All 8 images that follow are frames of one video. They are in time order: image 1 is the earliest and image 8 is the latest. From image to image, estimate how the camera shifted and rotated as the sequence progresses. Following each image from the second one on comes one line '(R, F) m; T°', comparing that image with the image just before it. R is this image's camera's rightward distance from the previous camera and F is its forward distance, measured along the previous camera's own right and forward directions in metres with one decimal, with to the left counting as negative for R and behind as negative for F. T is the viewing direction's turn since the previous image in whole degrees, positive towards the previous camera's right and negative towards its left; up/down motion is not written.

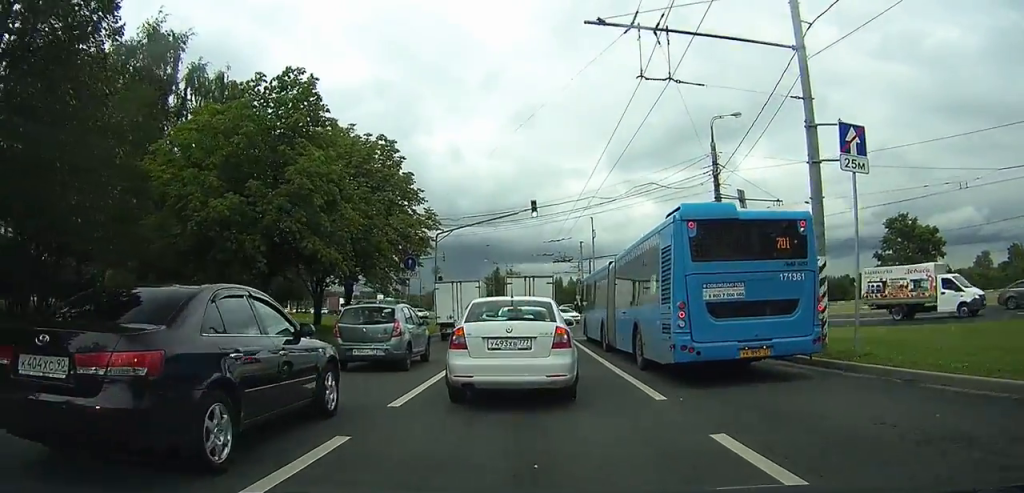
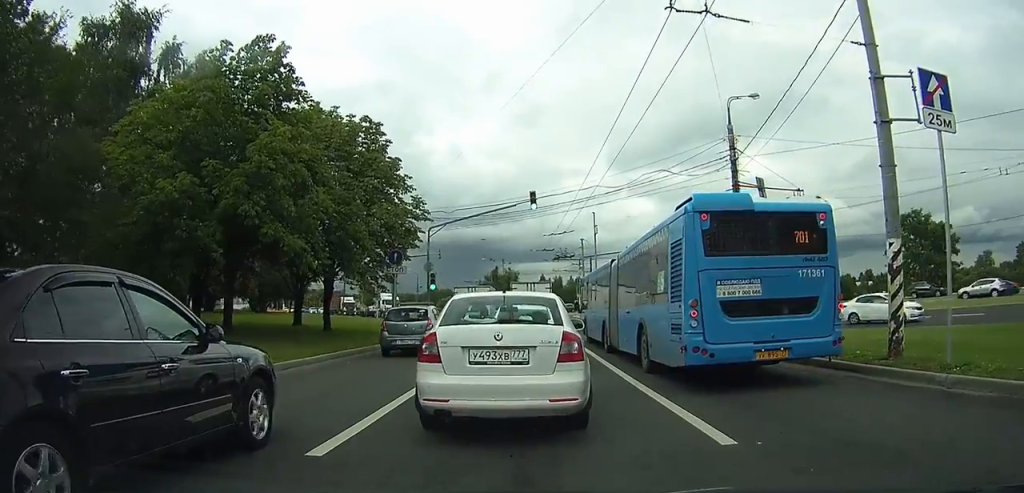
(0.0, +3.3) m; +3°
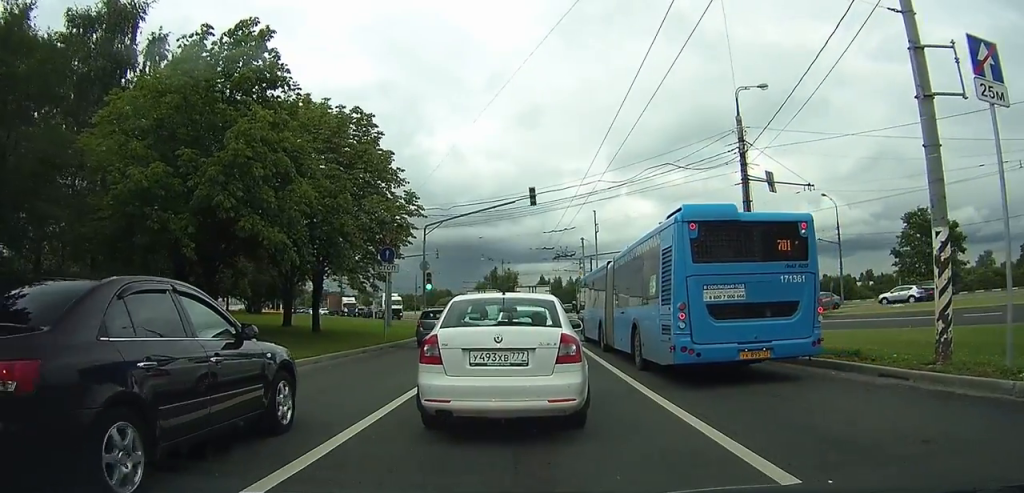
(+0.1, +1.6) m; +3°
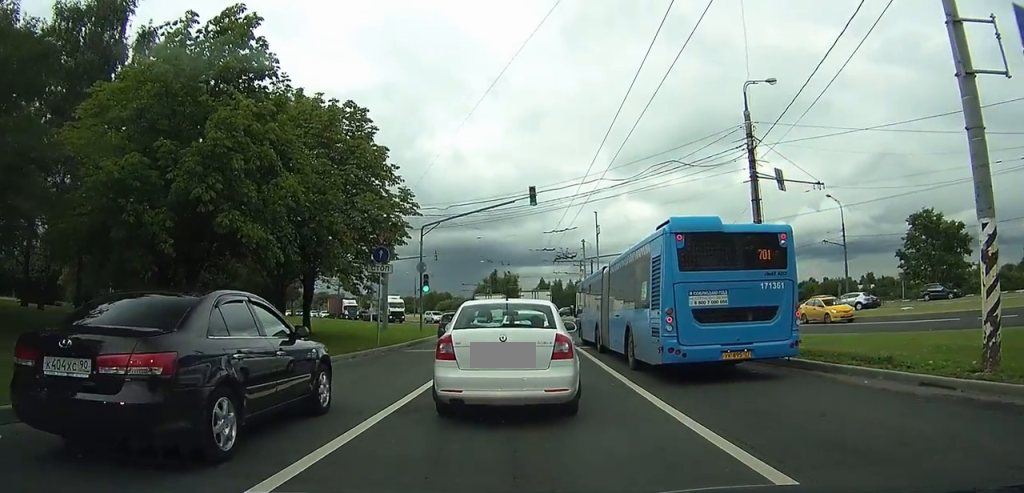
(0.0, +1.4) m; -1°
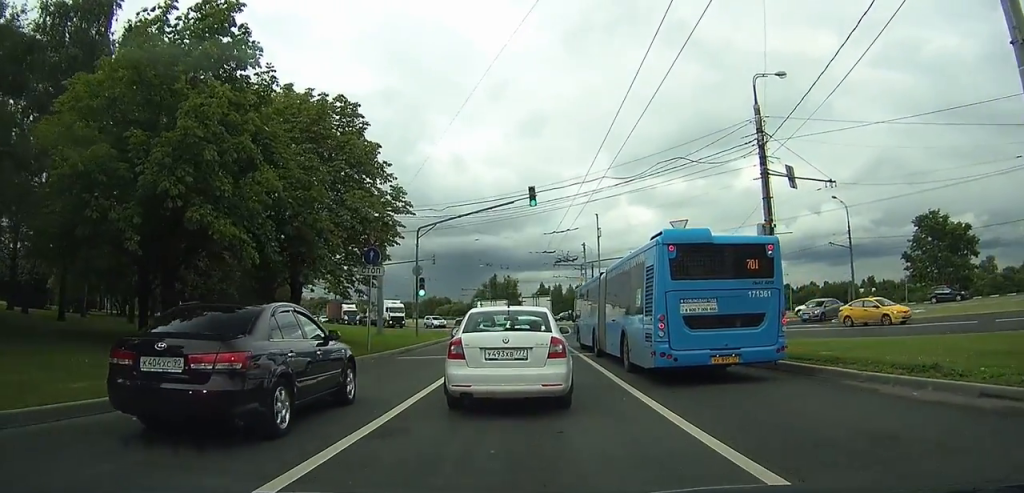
(0.0, +1.3) m; -3°
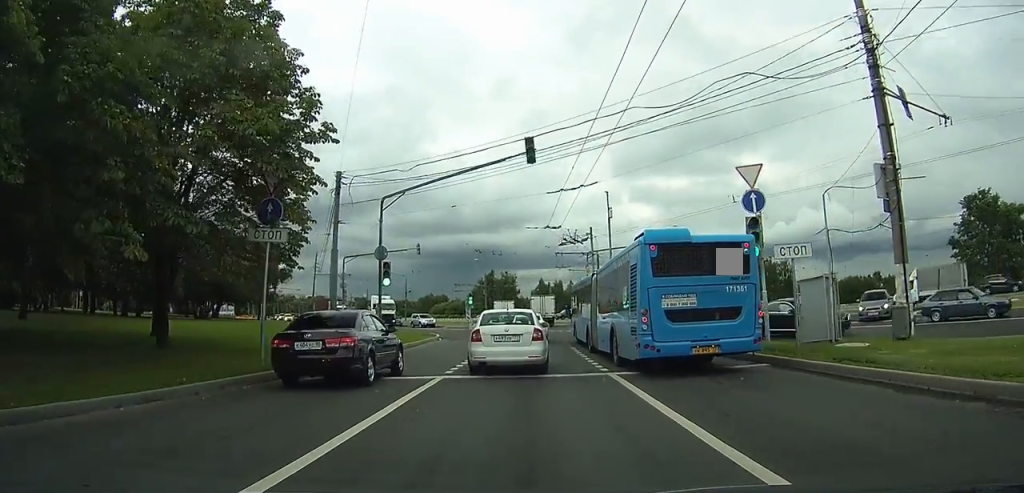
(-0.5, +7.8) m; -4°
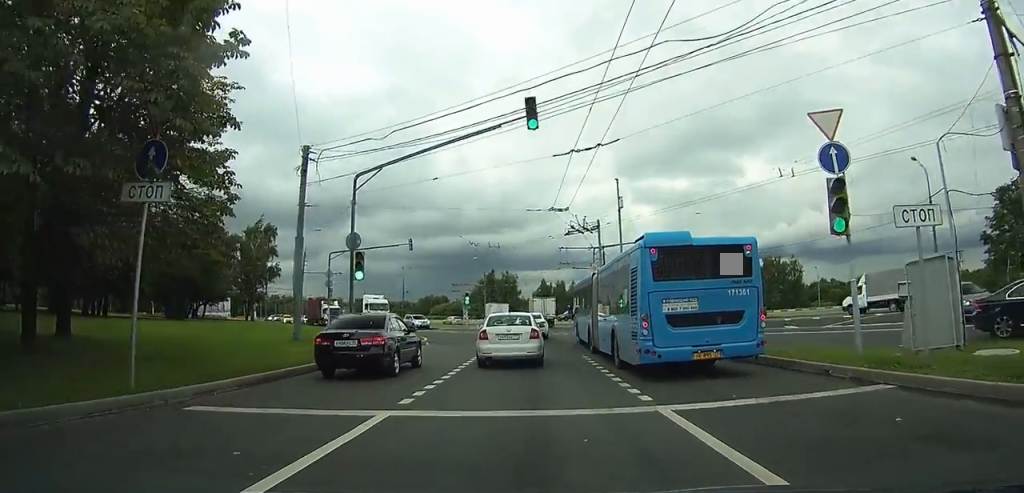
(0.0, +4.6) m; 0°
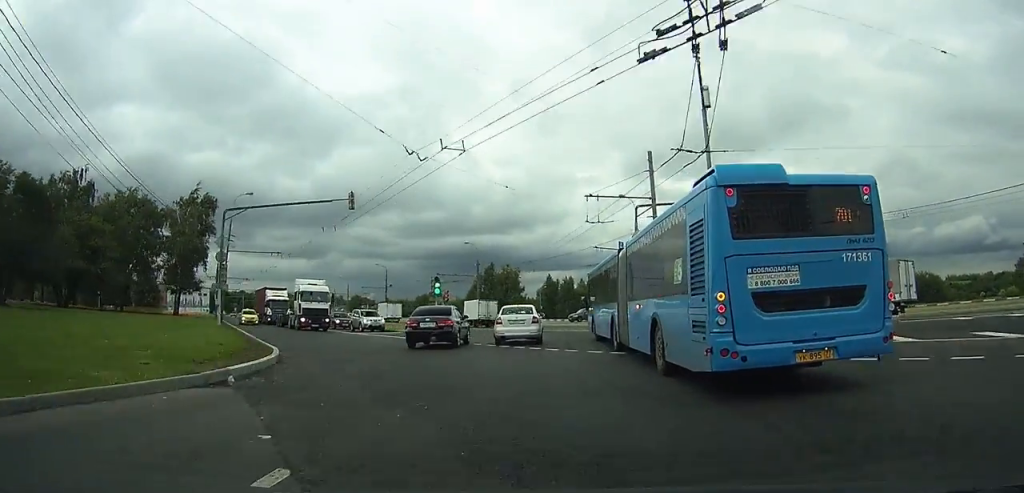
(0.0, +20.8) m; 0°
